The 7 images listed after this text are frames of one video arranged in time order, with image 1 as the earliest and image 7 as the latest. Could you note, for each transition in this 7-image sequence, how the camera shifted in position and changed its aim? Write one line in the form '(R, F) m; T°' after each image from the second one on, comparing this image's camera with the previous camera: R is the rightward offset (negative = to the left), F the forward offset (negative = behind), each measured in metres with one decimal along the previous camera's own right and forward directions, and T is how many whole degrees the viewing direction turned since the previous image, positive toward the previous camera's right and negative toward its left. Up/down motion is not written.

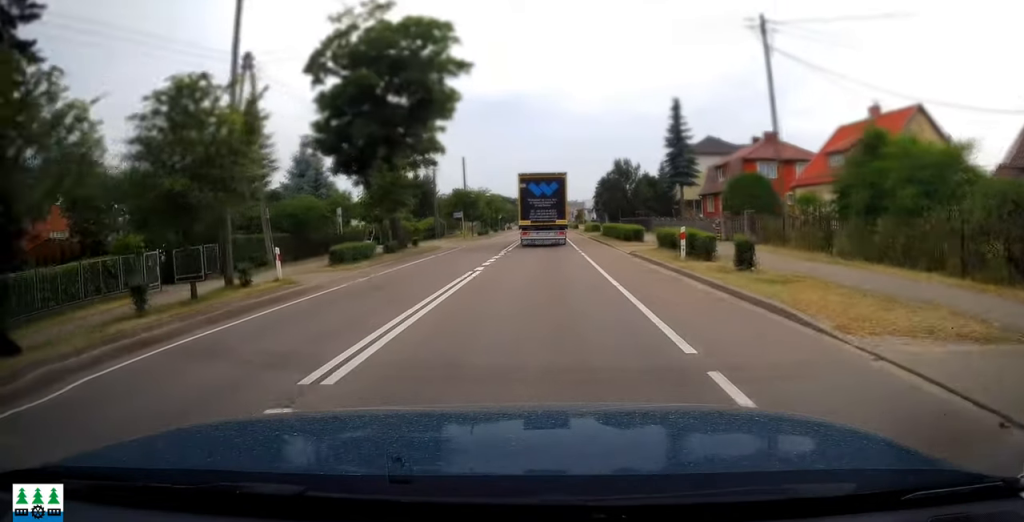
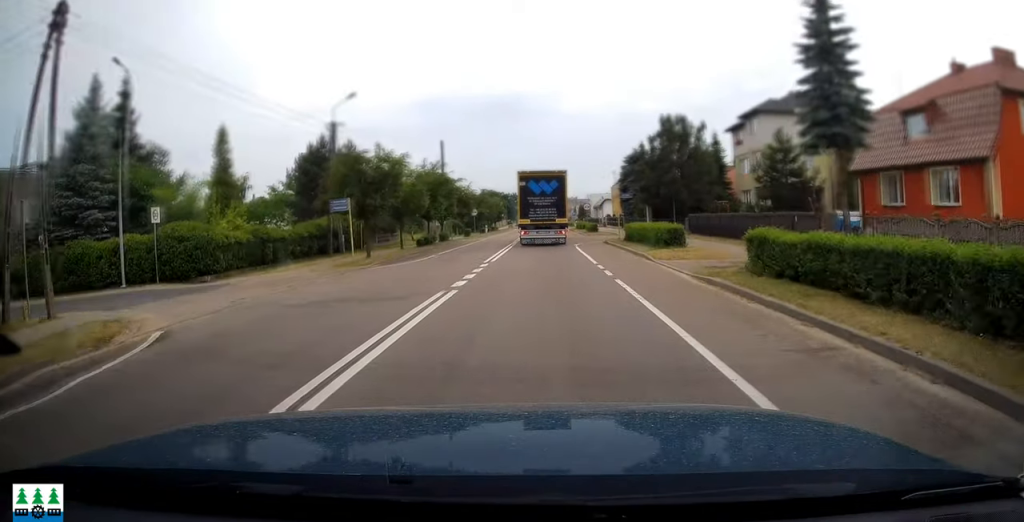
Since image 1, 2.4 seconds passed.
(+0.5, +35.8) m; 0°
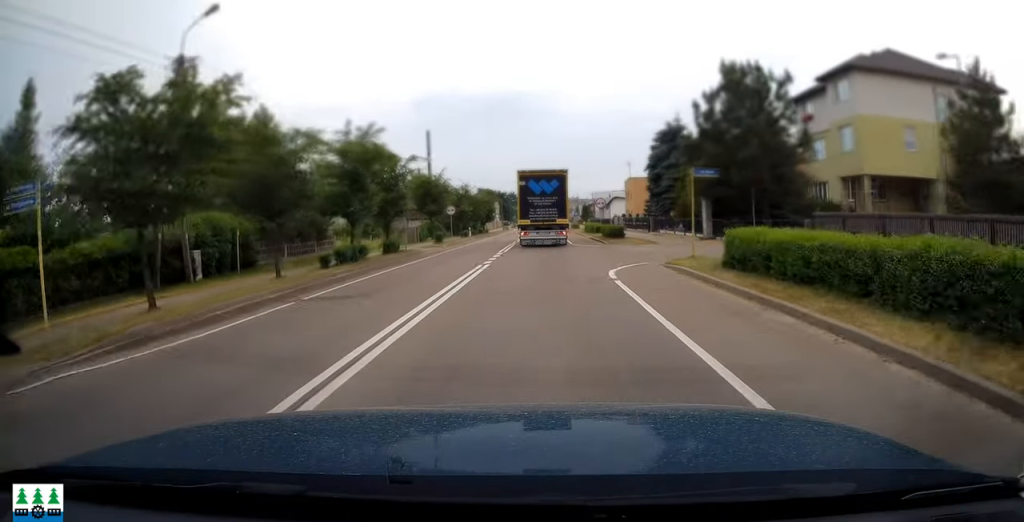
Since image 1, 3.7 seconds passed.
(-0.3, +17.1) m; 0°
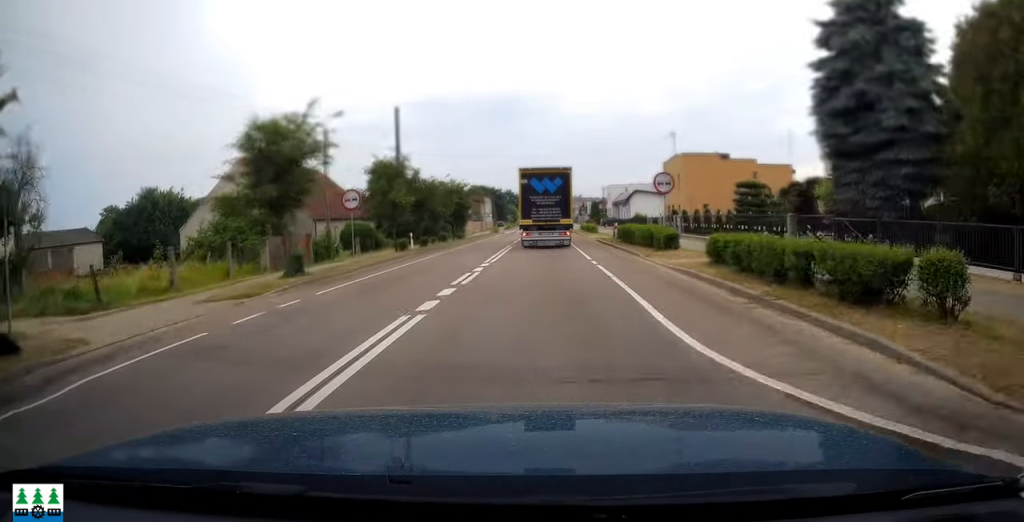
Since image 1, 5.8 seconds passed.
(+0.2, +27.6) m; +1°
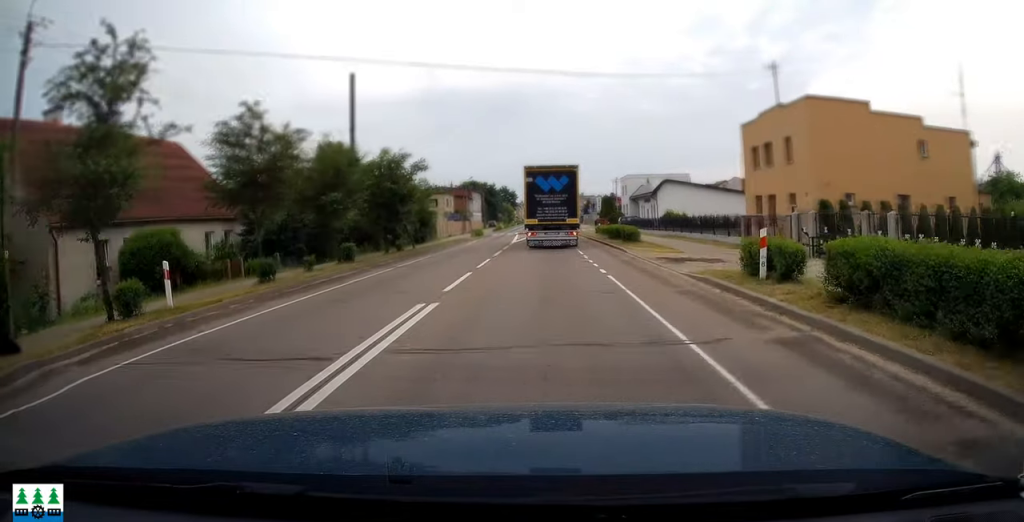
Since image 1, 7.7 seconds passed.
(0.0, +23.6) m; 0°
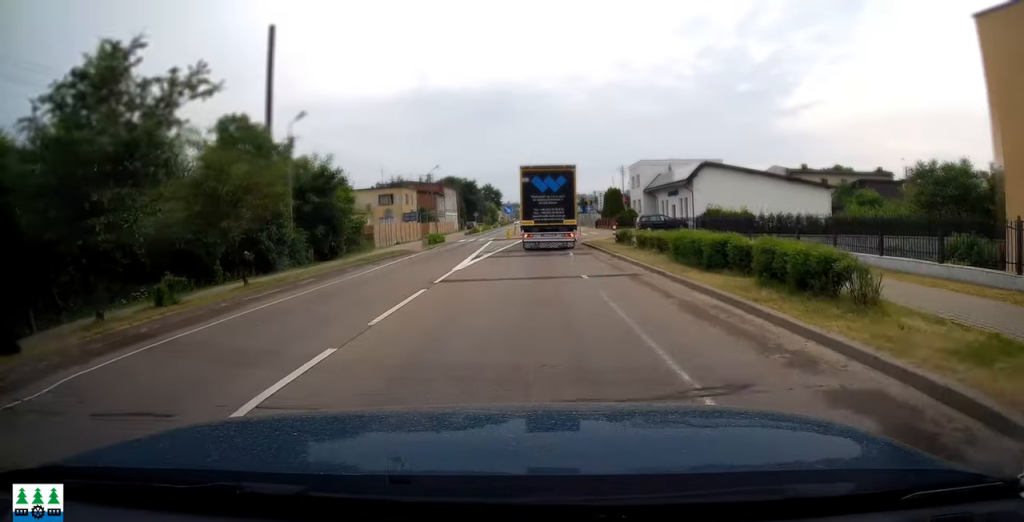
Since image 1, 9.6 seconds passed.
(+0.1, +21.5) m; +1°
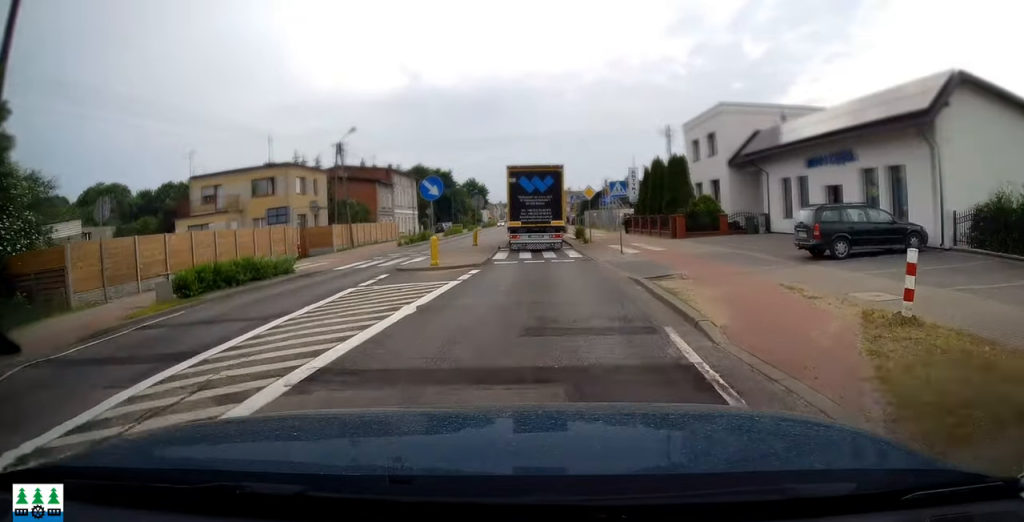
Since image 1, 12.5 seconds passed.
(+0.4, +33.1) m; 0°
